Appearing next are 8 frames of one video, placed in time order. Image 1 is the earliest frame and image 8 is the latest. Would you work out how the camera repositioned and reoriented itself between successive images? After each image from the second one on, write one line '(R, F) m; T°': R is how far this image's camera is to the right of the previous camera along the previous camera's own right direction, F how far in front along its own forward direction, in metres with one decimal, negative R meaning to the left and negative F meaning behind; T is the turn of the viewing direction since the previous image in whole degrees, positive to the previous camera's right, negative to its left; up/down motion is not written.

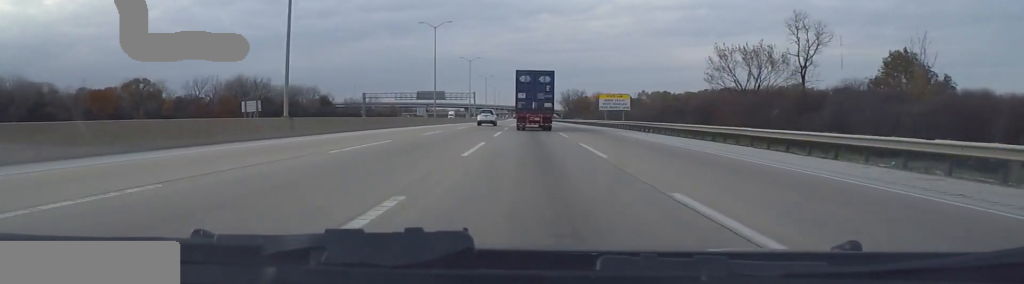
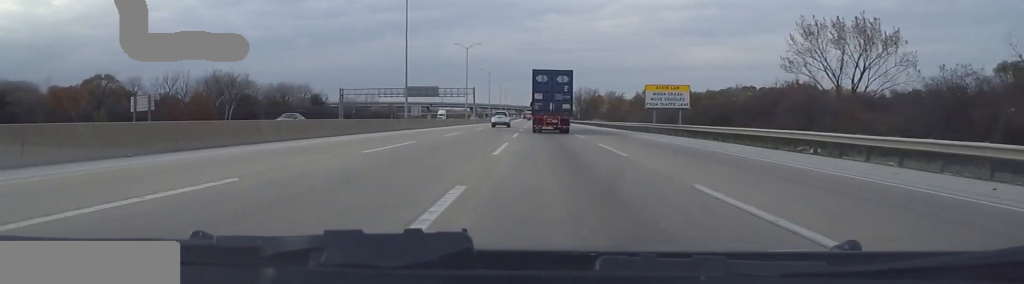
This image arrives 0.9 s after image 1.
(0.0, +30.0) m; +1°
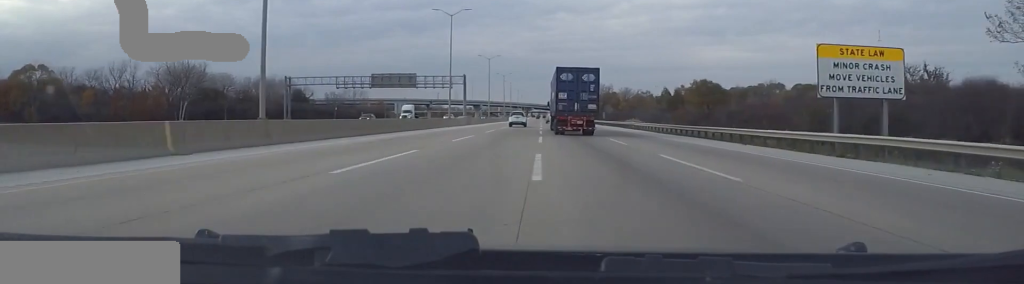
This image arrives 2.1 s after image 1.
(+1.2, +37.4) m; 0°
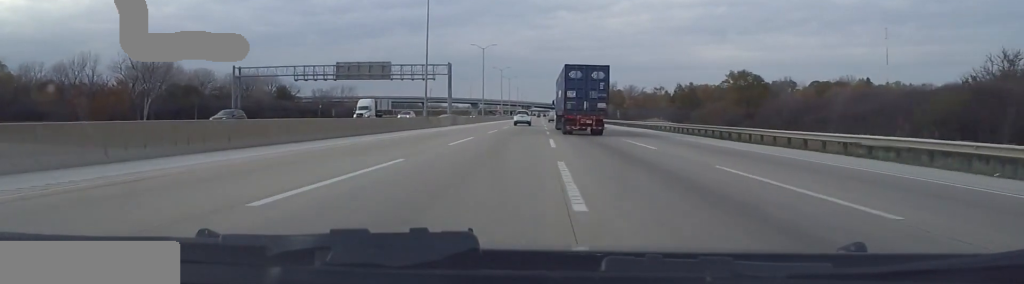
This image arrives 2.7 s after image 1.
(-0.5, +19.5) m; 0°
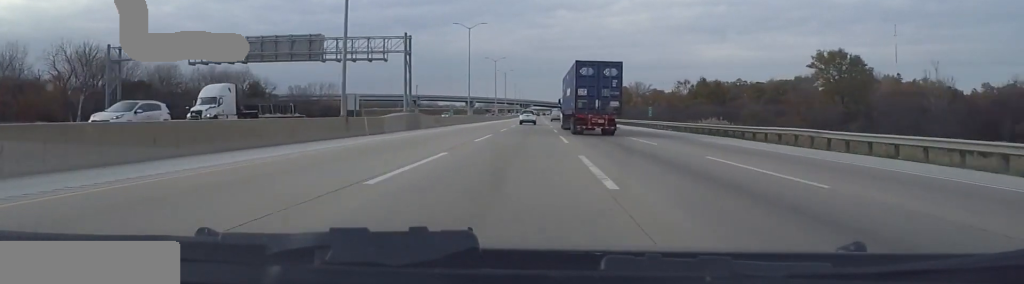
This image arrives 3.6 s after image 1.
(-0.2, +28.0) m; 0°
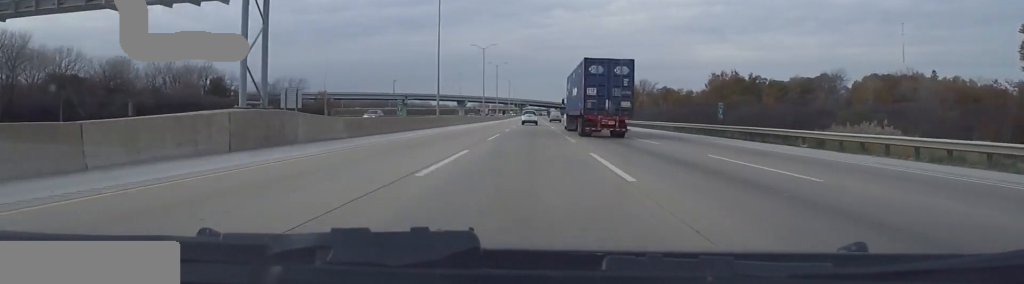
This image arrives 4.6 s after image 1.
(+0.5, +29.8) m; +1°
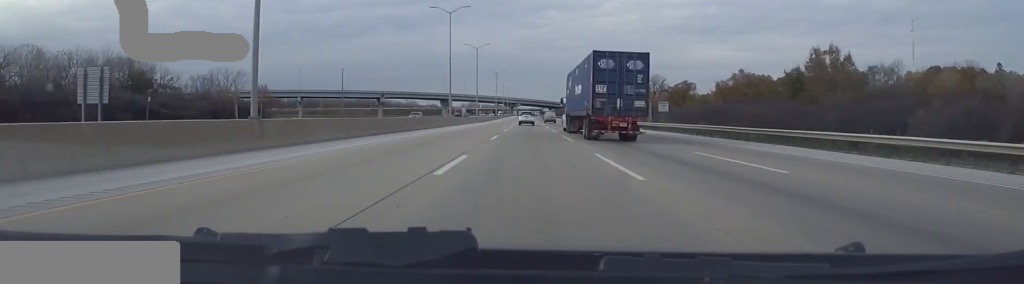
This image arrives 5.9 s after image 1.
(+0.4, +43.8) m; 0°
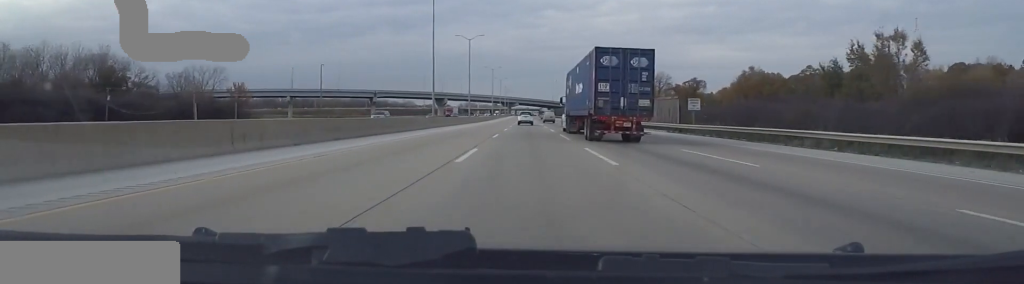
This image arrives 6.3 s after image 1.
(+0.3, +13.5) m; 0°
